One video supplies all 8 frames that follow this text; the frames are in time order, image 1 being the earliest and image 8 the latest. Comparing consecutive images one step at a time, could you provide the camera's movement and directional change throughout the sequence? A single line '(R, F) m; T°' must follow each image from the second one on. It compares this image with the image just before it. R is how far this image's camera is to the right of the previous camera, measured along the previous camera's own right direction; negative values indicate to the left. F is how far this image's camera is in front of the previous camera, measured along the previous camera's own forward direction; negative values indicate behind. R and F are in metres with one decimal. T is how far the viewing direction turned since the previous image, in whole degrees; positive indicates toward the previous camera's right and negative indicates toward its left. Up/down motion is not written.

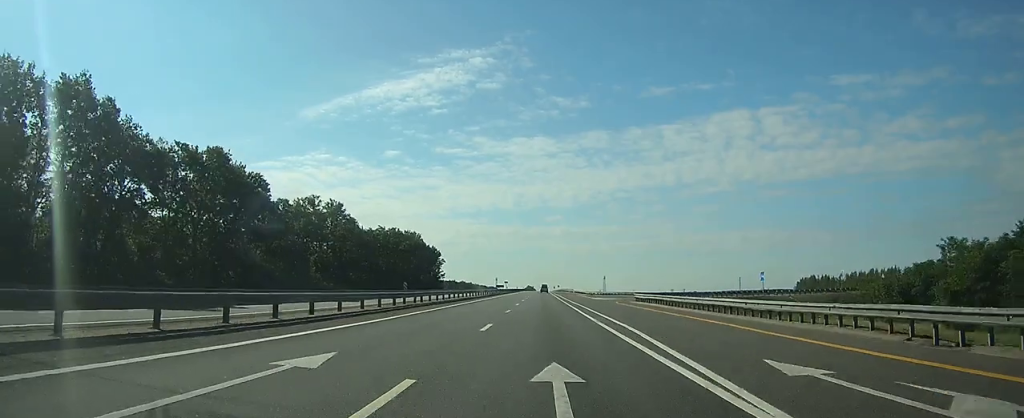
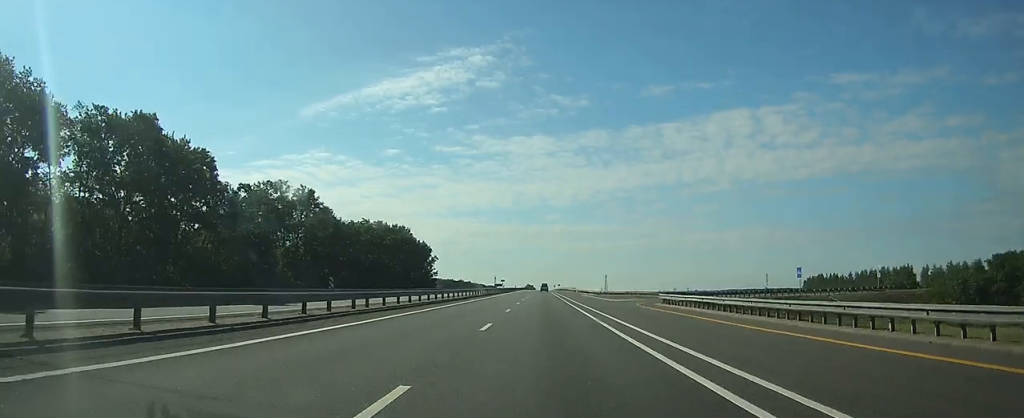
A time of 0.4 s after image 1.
(0.0, +12.7) m; 0°
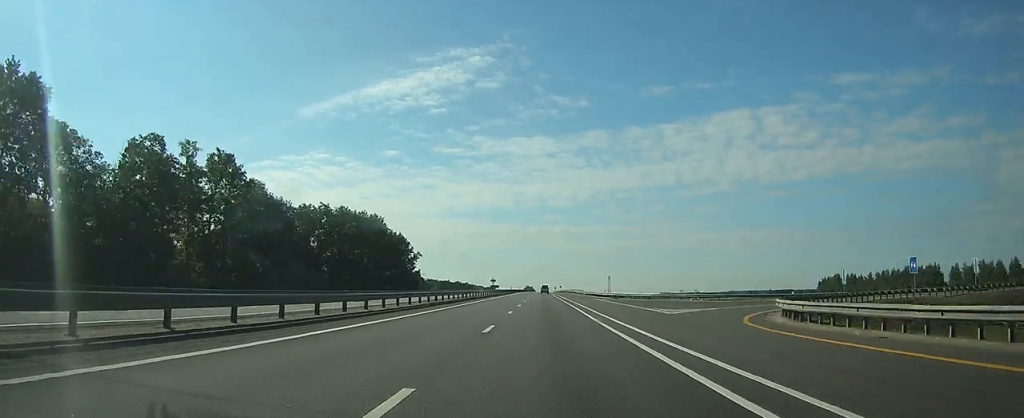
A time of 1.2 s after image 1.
(0.0, +24.5) m; 0°
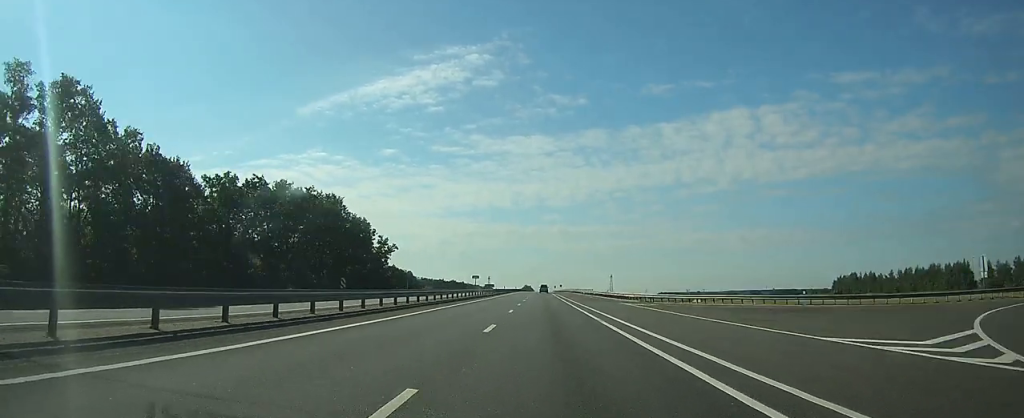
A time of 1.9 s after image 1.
(0.0, +24.5) m; 0°
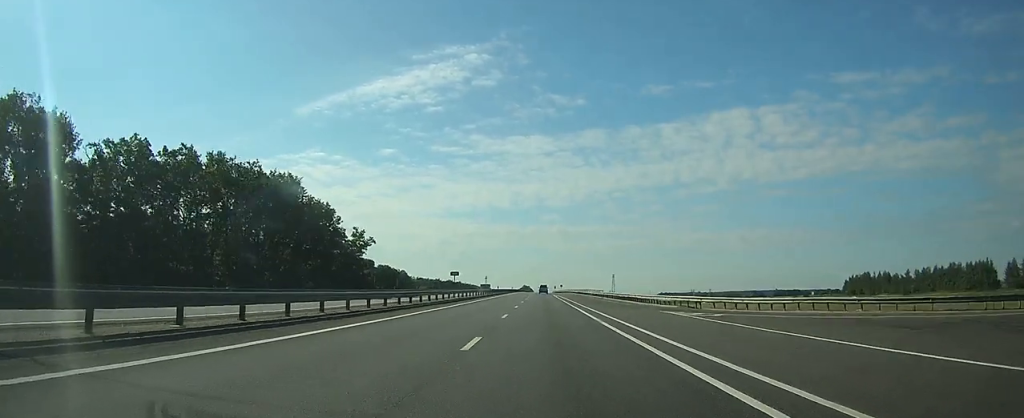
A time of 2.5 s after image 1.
(0.0, +17.1) m; 0°
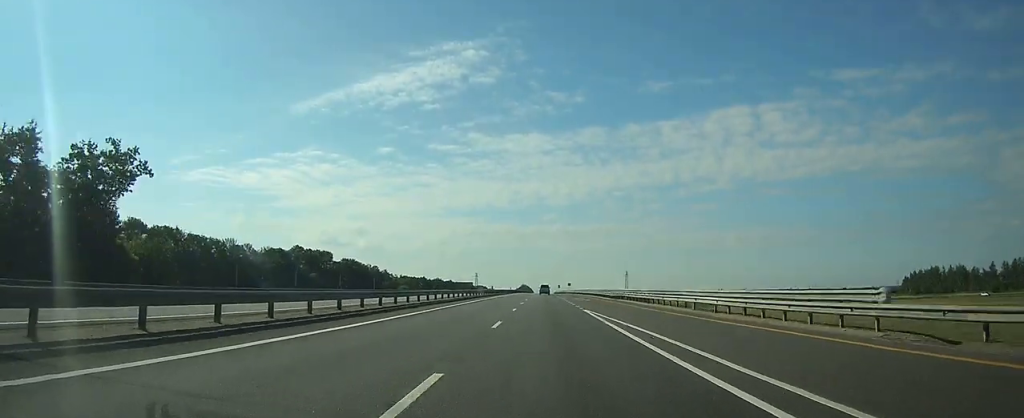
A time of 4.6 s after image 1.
(0.0, +67.3) m; 0°
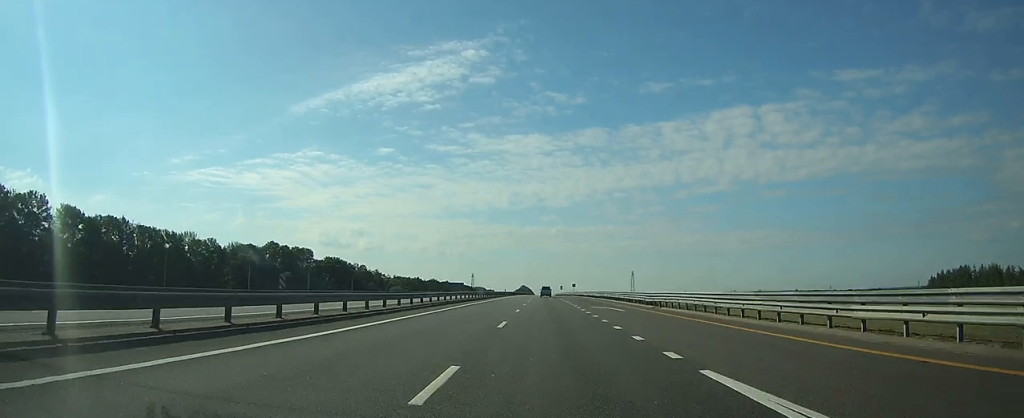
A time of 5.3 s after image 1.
(0.0, +23.5) m; 0°
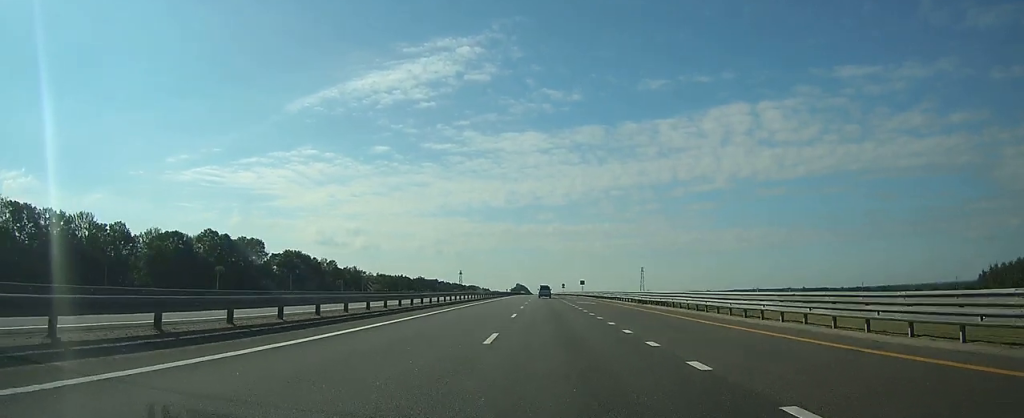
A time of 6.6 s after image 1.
(+0.1, +41.6) m; 0°
